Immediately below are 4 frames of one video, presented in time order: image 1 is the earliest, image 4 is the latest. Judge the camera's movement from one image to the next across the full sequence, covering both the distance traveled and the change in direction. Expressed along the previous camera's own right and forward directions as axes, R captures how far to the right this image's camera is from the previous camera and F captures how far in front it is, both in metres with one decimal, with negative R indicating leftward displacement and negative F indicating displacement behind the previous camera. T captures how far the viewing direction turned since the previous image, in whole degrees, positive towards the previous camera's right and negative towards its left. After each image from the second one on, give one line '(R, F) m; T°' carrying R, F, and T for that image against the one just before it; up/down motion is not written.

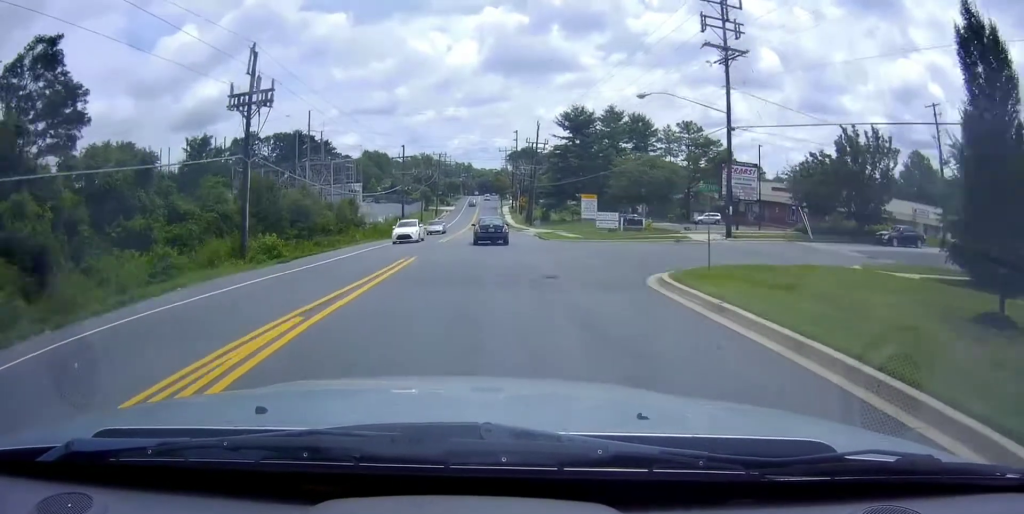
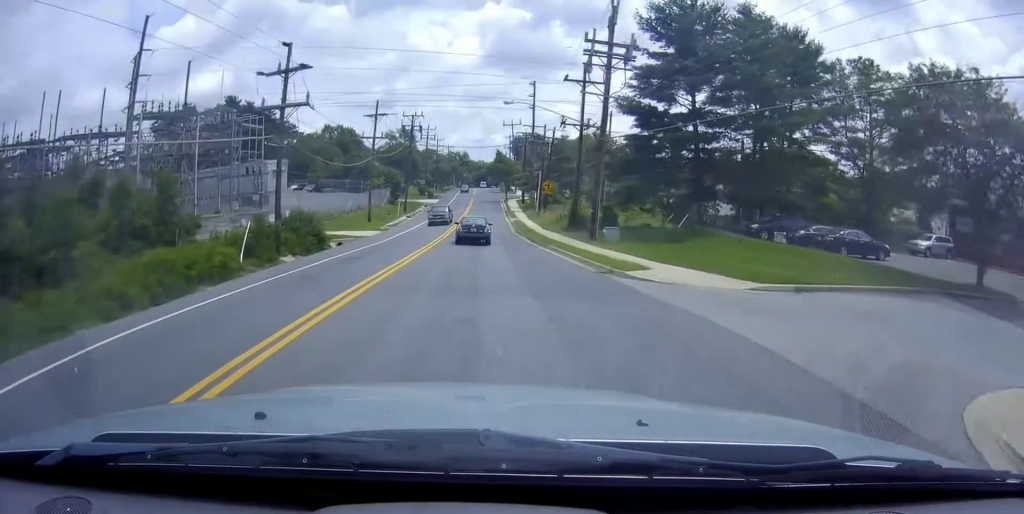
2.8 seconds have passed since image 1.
(-1.2, +50.4) m; -2°
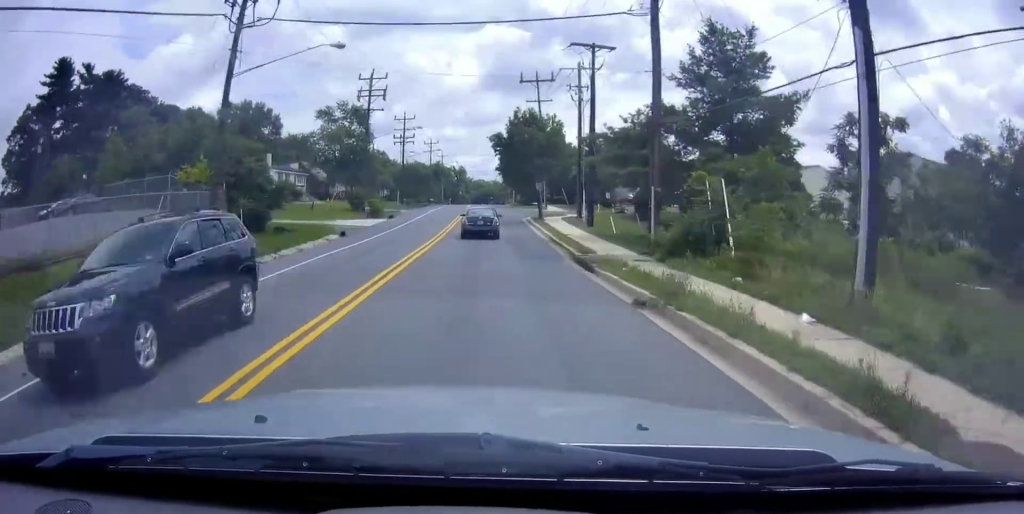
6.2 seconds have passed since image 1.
(+1.6, +63.0) m; +1°
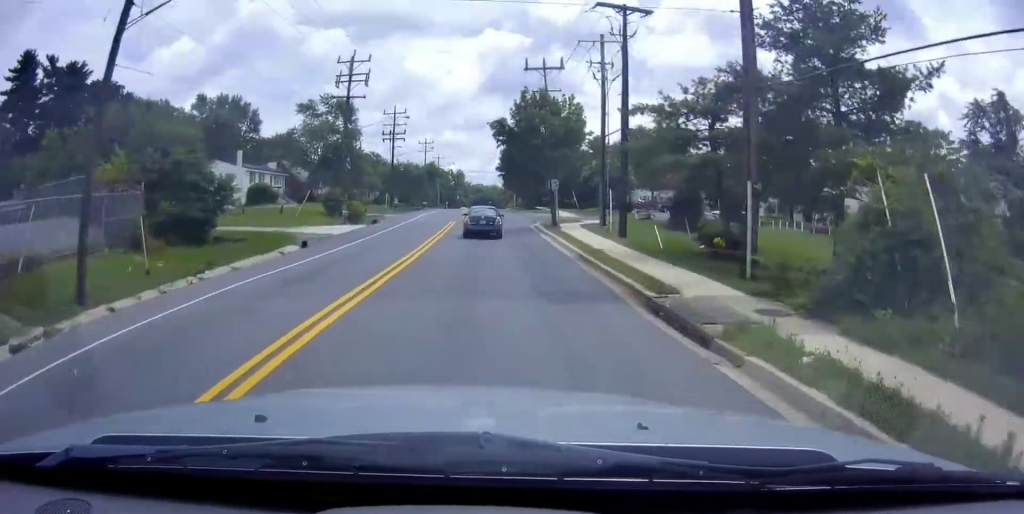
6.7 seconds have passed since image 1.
(-0.3, +8.9) m; 0°
